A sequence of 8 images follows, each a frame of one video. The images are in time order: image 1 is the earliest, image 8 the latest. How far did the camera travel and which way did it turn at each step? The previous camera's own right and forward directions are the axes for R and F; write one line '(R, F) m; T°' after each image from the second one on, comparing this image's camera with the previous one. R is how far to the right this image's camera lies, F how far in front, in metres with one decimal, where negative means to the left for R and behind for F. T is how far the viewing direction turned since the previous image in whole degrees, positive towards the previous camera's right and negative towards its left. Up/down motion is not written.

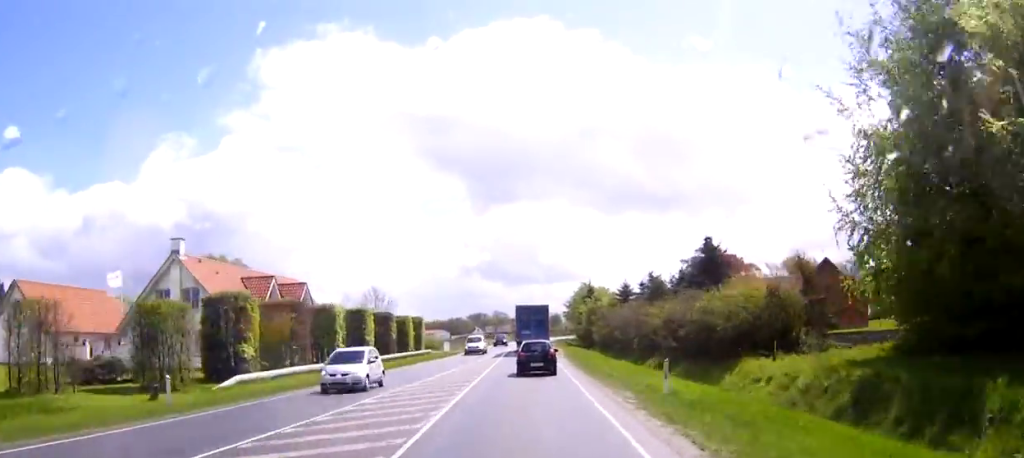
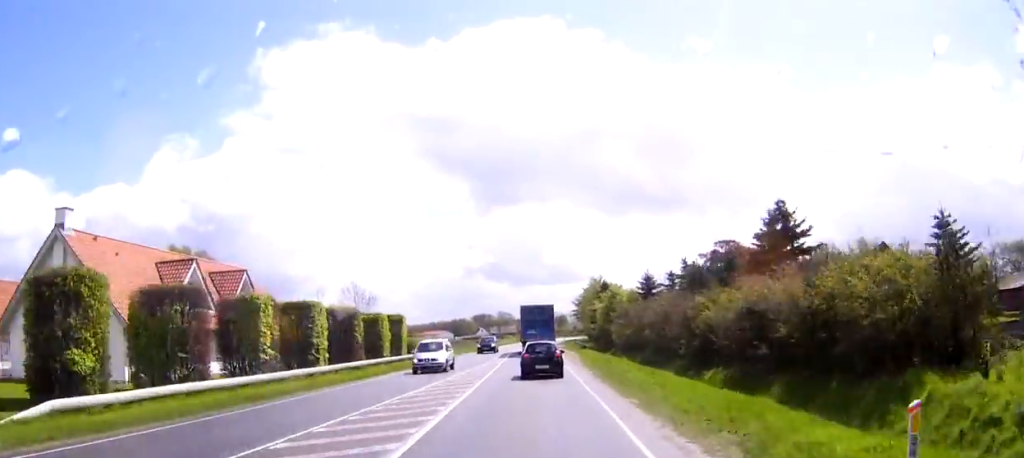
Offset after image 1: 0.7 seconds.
(-0.1, +15.2) m; 0°
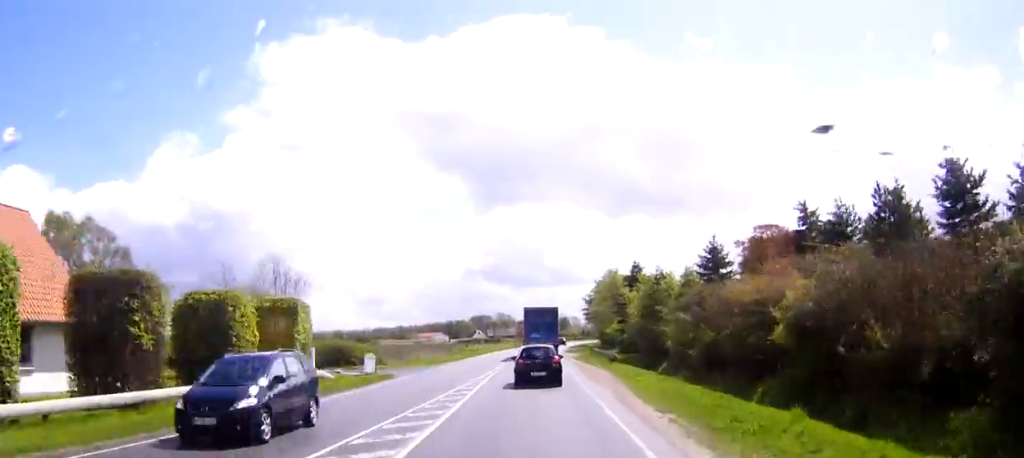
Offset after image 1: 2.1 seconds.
(-0.1, +28.1) m; 0°
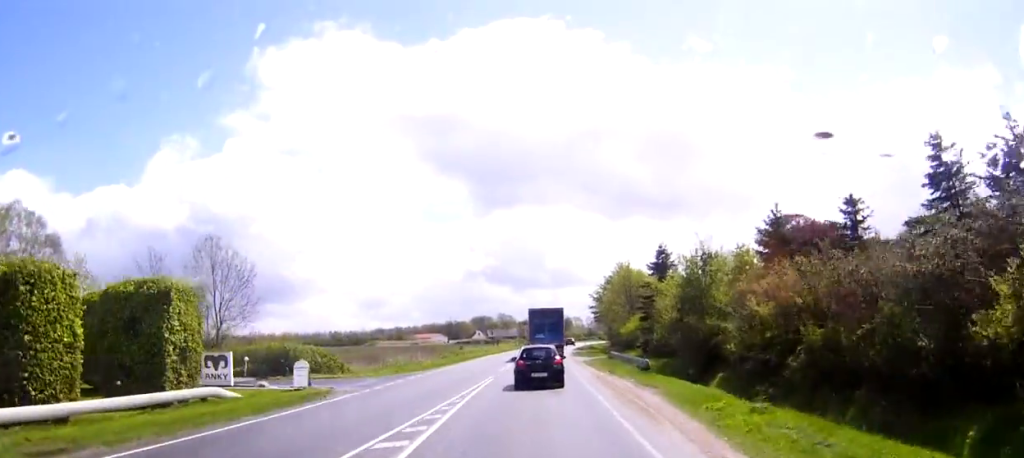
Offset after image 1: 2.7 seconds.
(0.0, +11.7) m; 0°
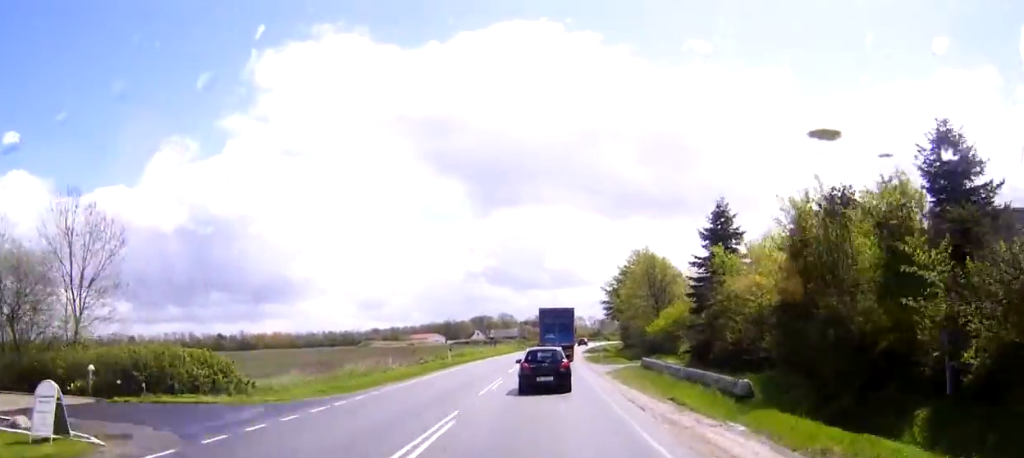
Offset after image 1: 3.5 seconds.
(0.0, +15.3) m; 0°
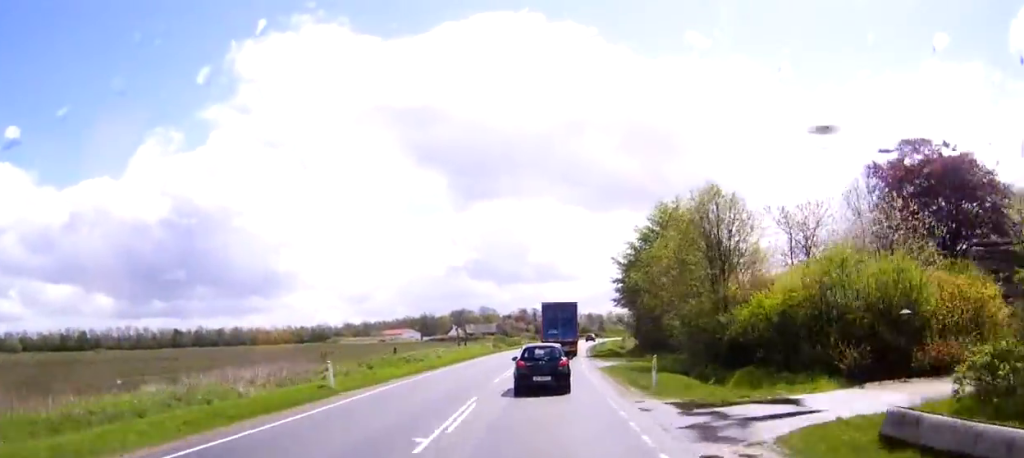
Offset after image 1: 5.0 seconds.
(+0.2, +27.0) m; +1°
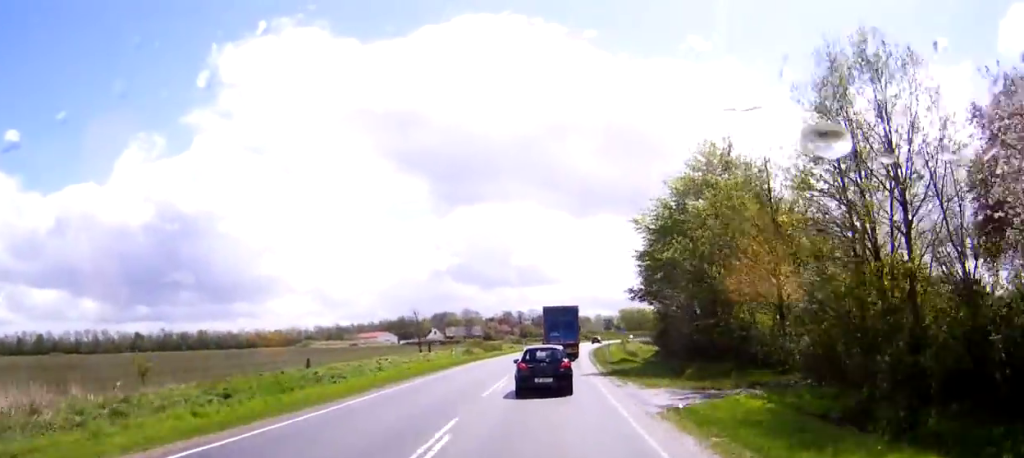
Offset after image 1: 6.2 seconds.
(+0.3, +21.0) m; +1°
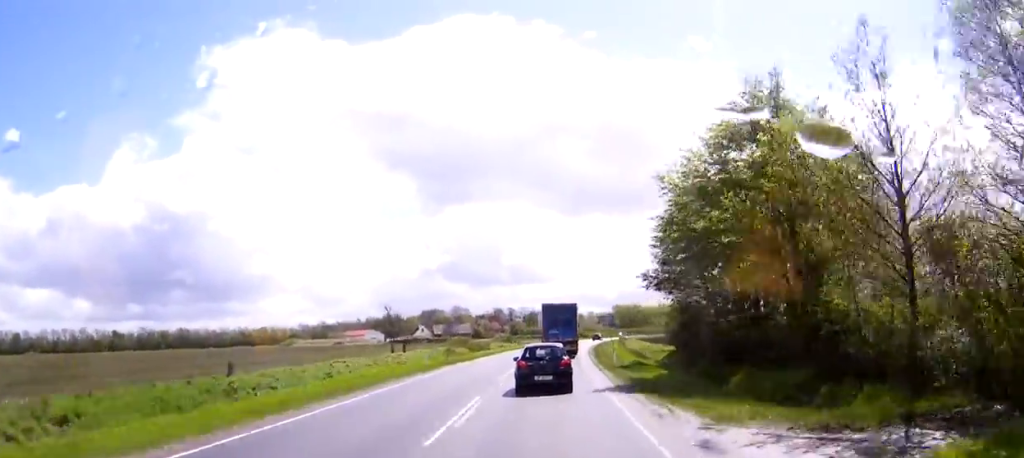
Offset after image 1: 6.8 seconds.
(0.0, +10.4) m; 0°
